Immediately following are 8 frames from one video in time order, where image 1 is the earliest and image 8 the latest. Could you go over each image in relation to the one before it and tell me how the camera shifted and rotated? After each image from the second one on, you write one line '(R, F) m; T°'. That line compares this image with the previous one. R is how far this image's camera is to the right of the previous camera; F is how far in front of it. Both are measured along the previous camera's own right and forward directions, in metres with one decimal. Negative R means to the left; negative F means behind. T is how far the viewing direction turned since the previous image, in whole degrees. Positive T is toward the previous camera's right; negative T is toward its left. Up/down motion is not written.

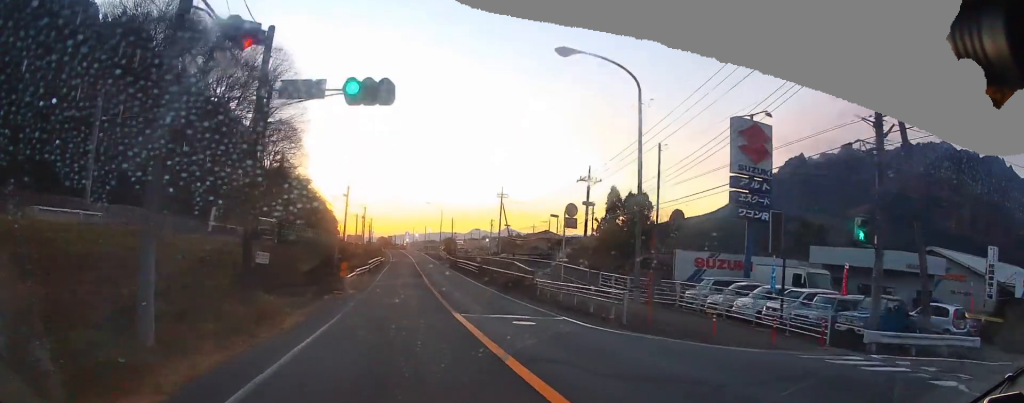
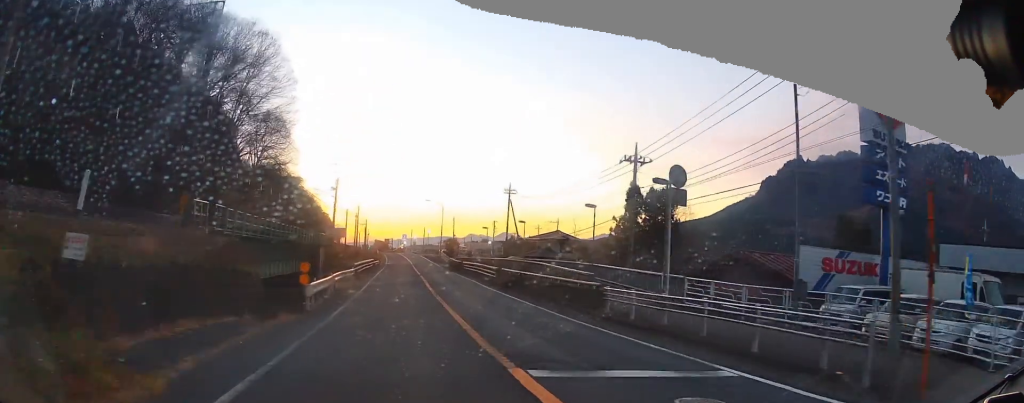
(+0.1, +9.4) m; -1°
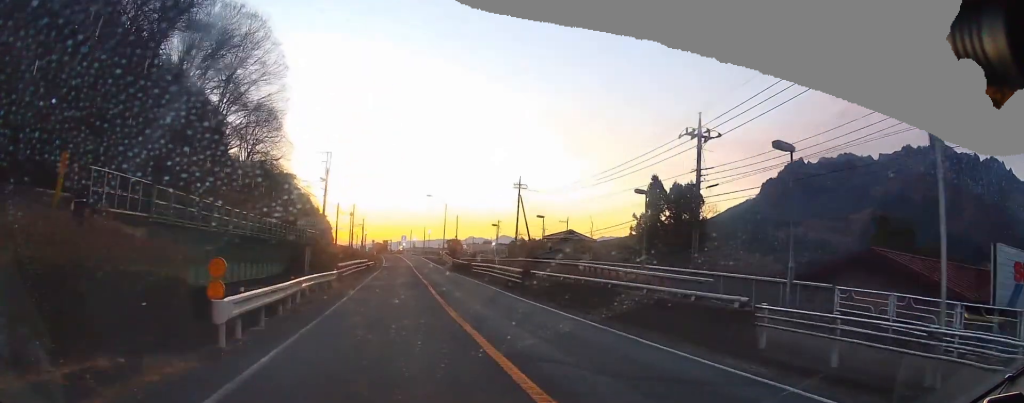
(-0.3, +7.6) m; 0°
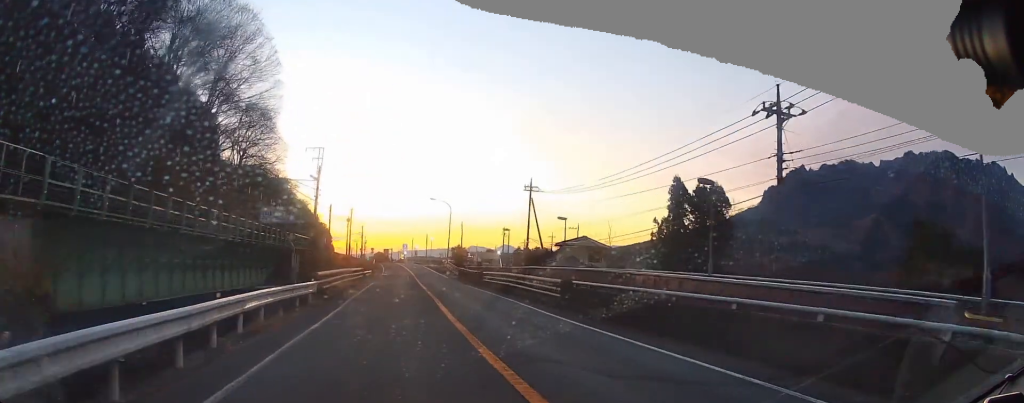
(-0.2, +6.2) m; 0°
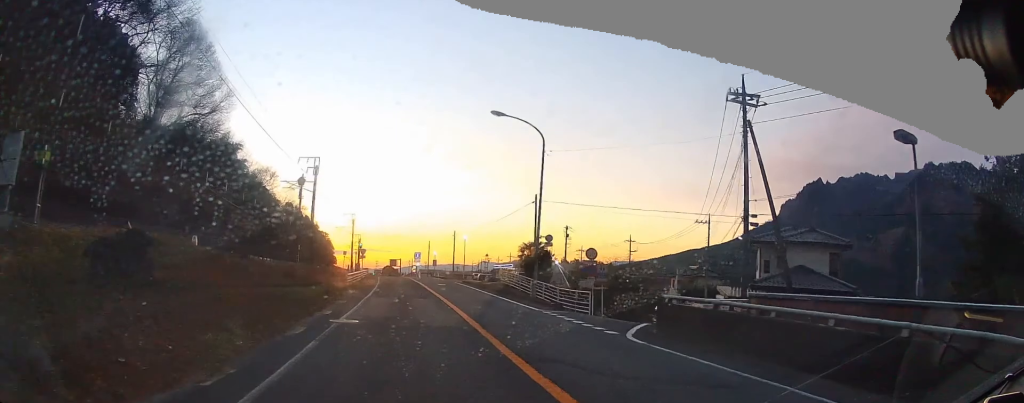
(-1.0, +46.3) m; -1°
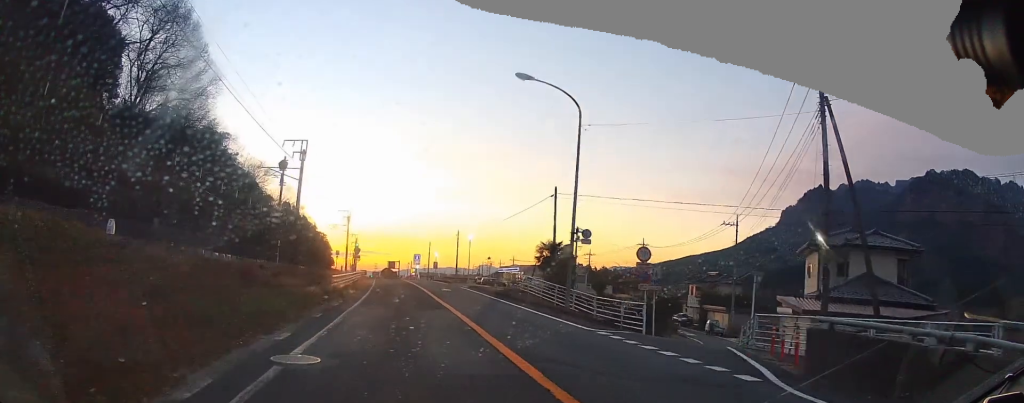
(0.0, +6.5) m; 0°
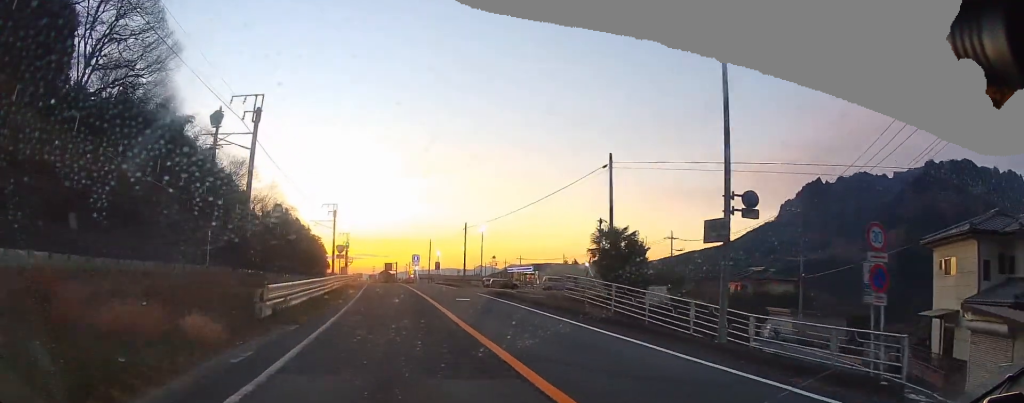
(0.0, +12.4) m; -1°
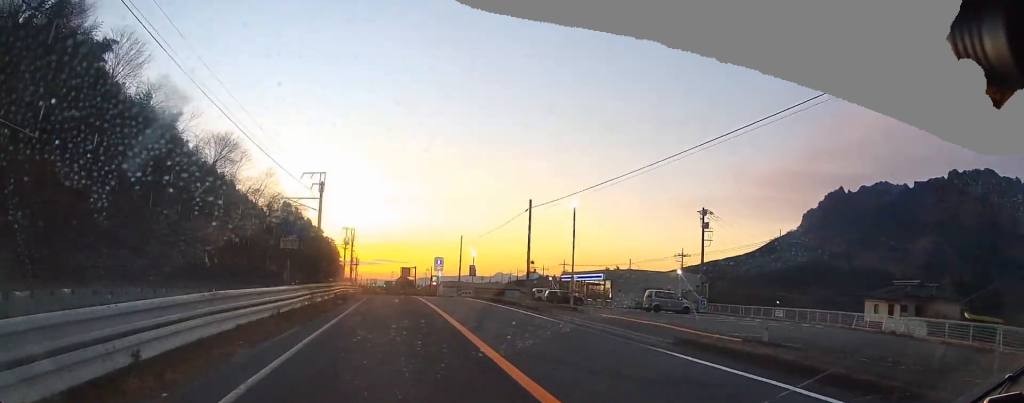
(-0.7, +24.2) m; 0°
